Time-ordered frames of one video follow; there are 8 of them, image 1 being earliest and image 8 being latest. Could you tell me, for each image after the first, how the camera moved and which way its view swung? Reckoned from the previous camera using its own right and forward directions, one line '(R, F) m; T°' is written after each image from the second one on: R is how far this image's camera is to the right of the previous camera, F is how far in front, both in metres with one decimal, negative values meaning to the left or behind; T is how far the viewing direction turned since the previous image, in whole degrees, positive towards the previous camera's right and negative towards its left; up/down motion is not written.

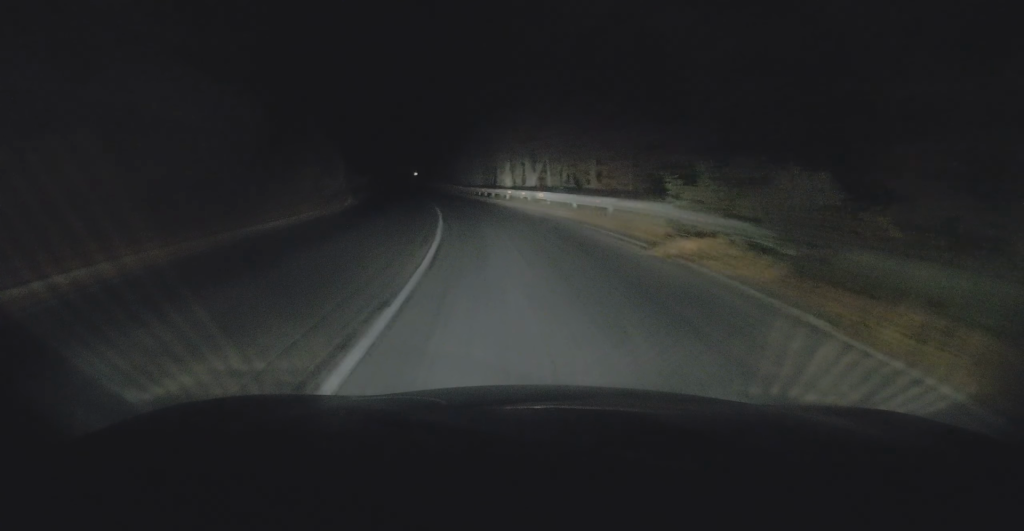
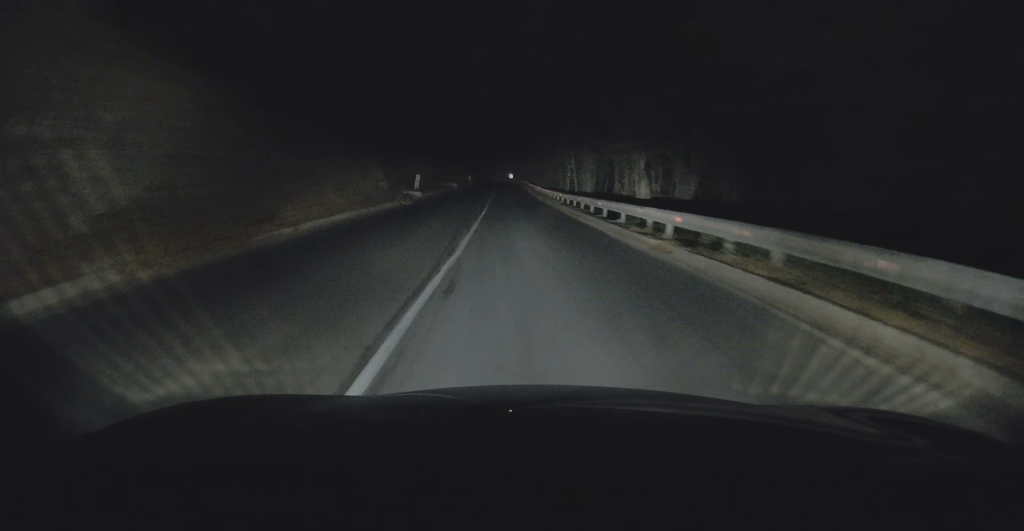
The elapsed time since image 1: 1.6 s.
(-1.9, +21.7) m; -9°
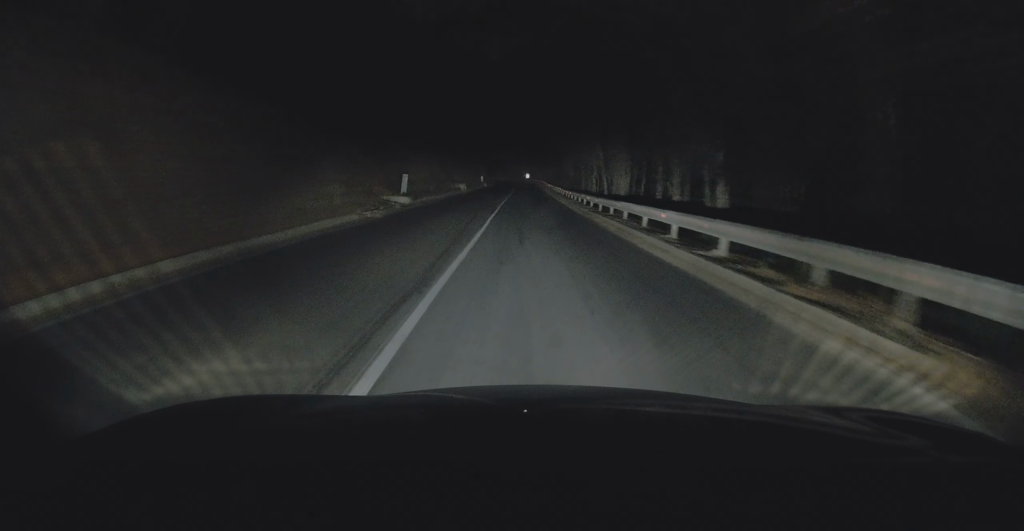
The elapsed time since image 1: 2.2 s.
(-0.3, +9.2) m; -3°
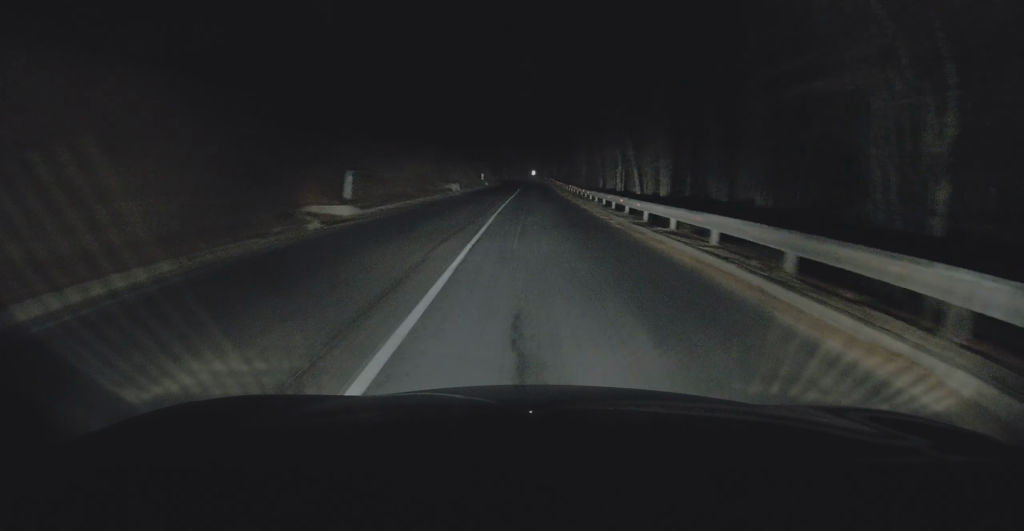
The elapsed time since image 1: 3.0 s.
(-0.2, +10.2) m; 0°
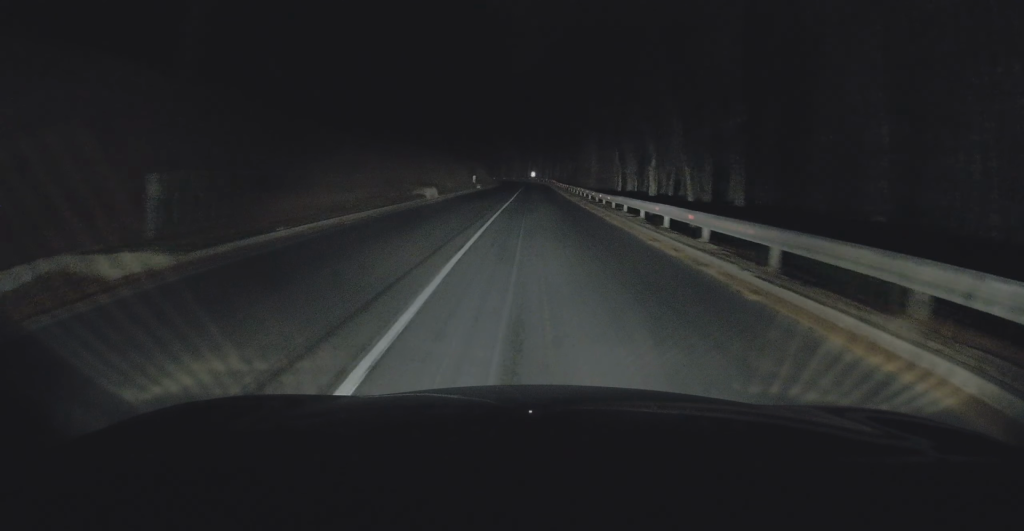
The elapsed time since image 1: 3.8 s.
(+0.1, +10.7) m; 0°
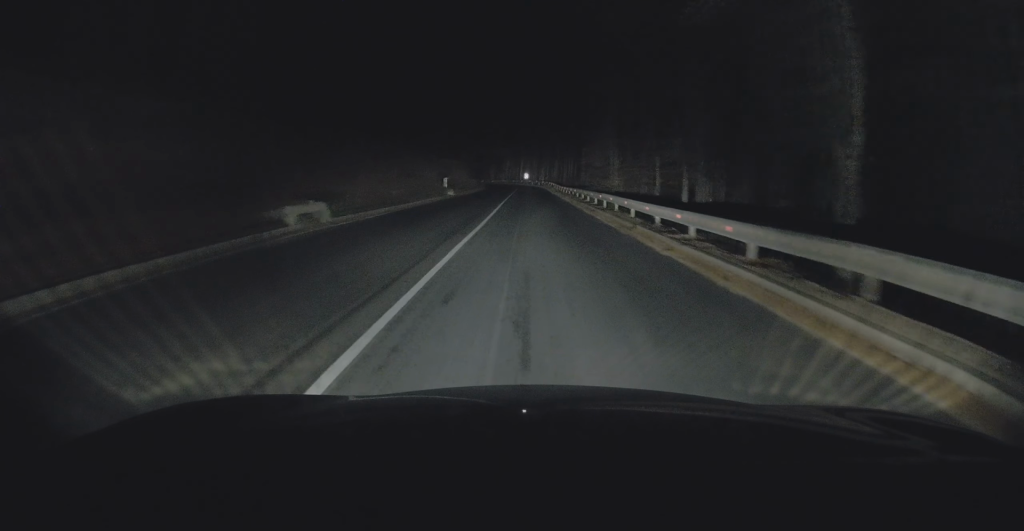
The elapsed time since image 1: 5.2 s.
(-0.1, +18.7) m; -2°
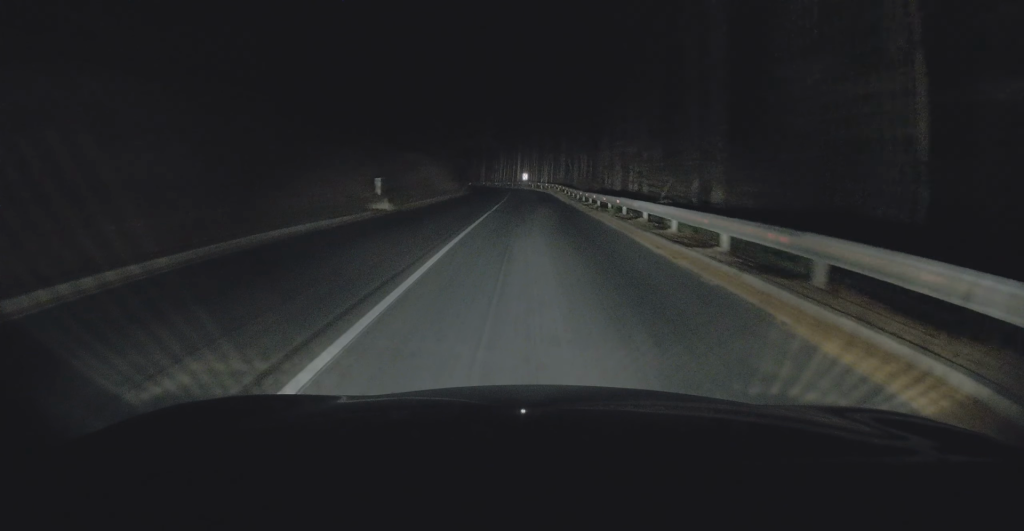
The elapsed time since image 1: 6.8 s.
(0.0, +22.2) m; 0°
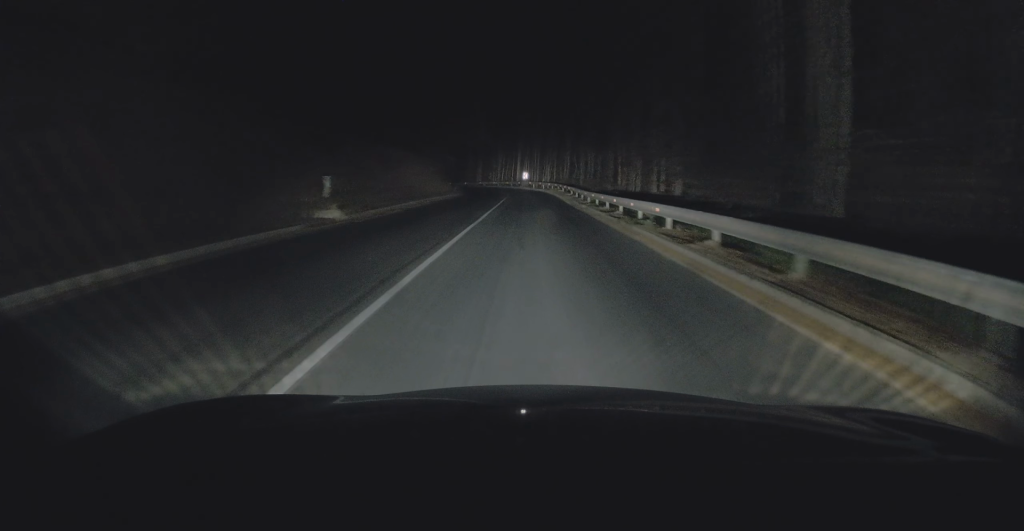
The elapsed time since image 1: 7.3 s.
(+0.1, +7.3) m; 0°
